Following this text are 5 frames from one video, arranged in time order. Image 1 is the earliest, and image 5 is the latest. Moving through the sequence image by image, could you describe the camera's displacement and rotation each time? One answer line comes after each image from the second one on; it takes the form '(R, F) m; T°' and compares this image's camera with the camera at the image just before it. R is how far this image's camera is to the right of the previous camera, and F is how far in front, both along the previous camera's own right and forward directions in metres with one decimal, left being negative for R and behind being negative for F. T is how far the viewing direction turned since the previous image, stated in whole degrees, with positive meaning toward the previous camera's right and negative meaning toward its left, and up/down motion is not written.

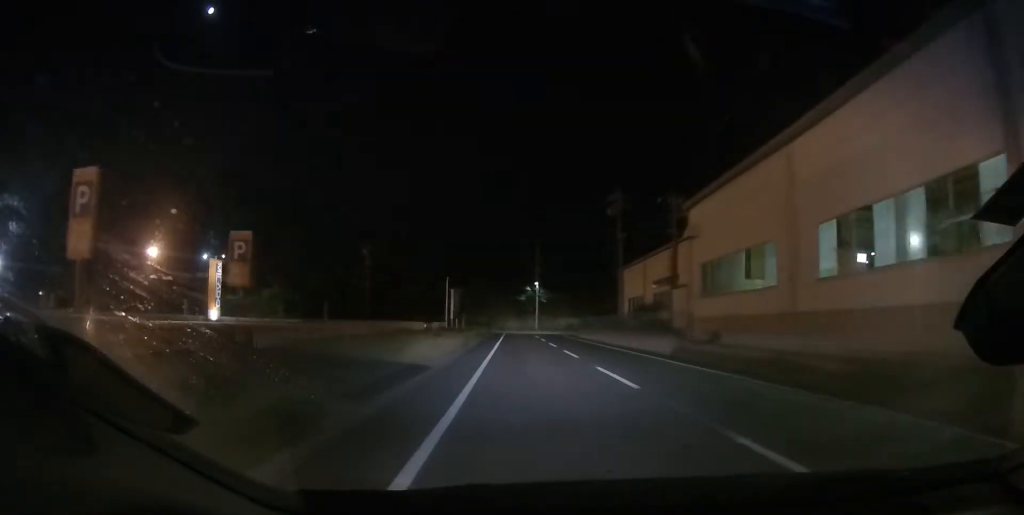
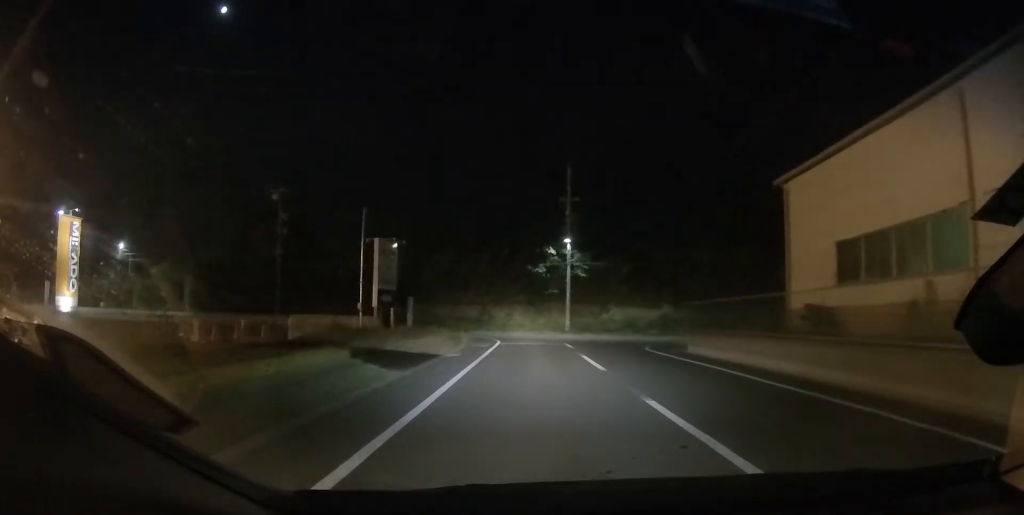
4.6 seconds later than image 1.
(-1.5, +34.7) m; -2°
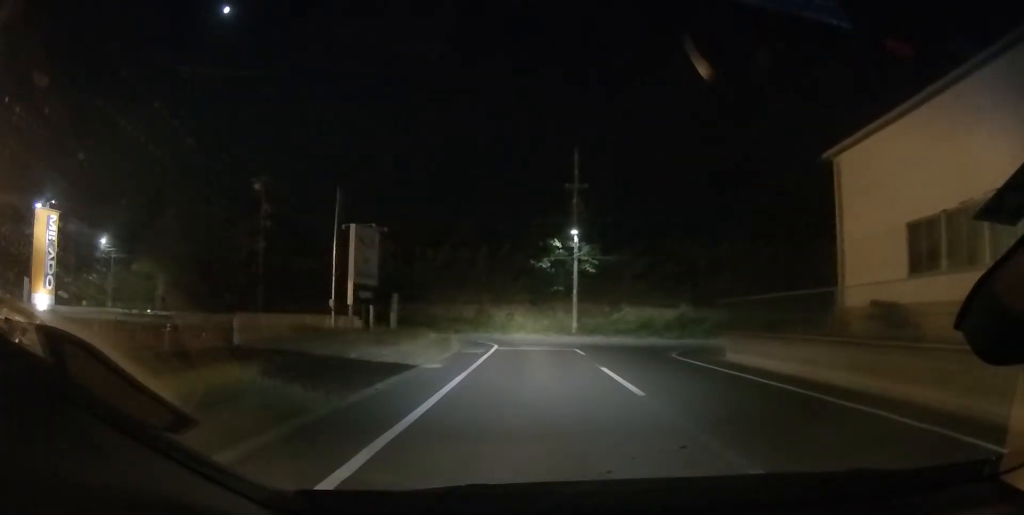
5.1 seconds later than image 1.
(0.0, +4.6) m; 0°
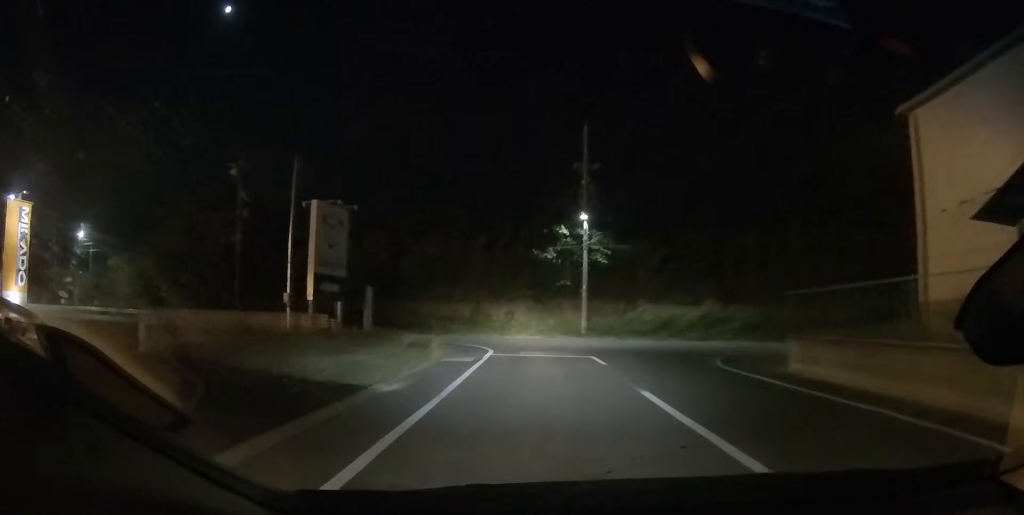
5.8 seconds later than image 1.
(0.0, +5.1) m; 0°
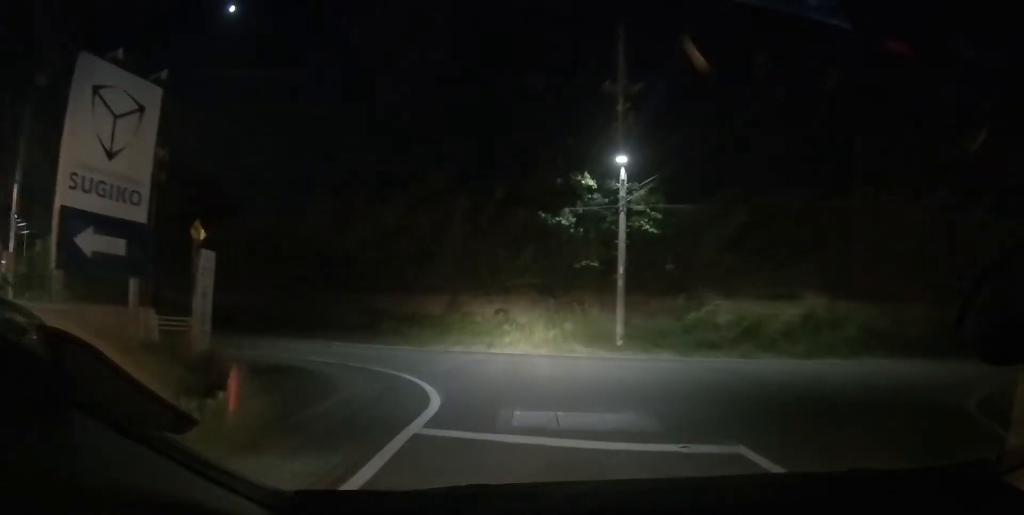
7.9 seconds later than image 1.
(-0.3, +14.0) m; -1°
